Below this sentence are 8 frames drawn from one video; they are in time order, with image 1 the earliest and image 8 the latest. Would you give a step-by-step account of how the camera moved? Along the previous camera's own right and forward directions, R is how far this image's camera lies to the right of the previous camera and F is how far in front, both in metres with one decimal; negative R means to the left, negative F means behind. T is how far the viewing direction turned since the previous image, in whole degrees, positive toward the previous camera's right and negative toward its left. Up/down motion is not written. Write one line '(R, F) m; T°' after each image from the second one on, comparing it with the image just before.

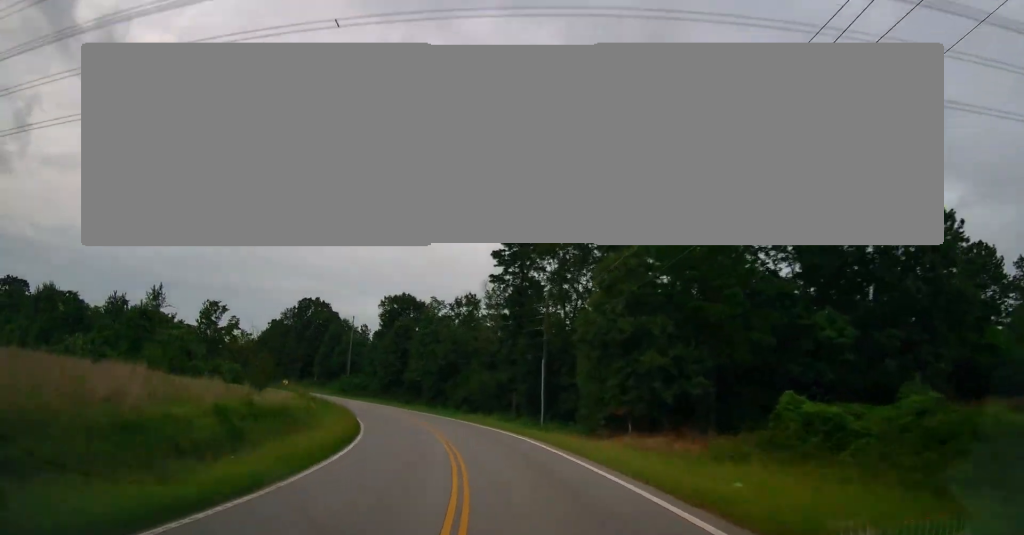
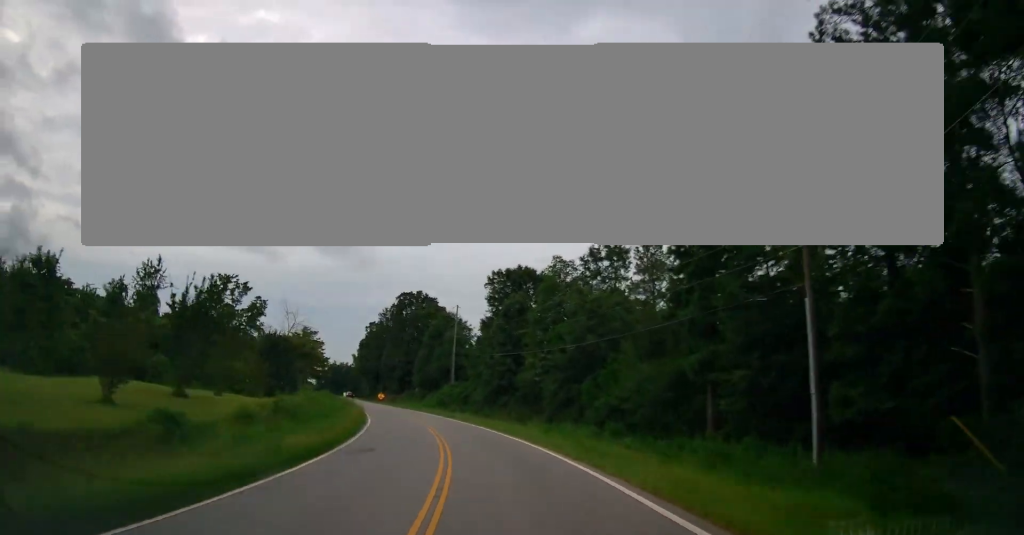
(-3.2, +27.1) m; -13°
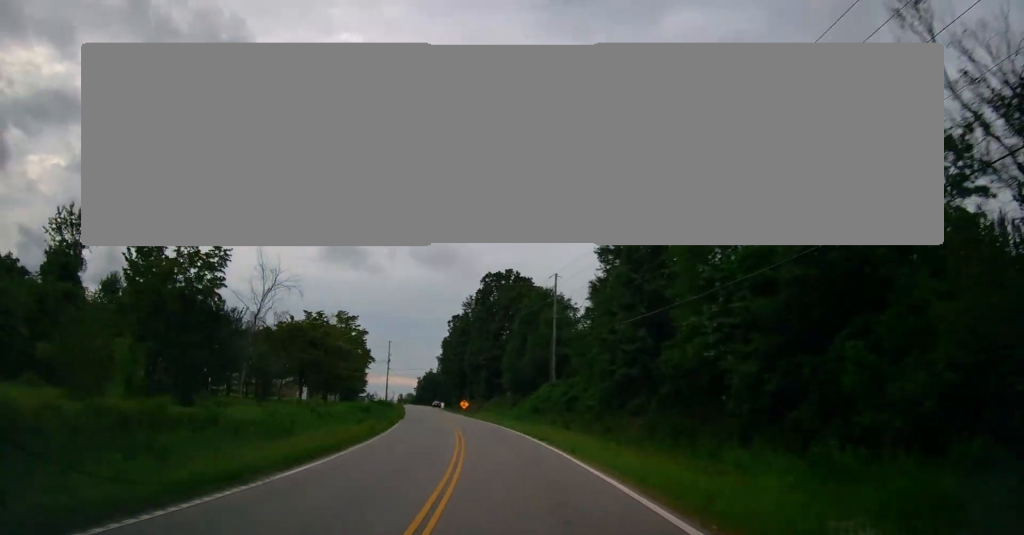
(-2.1, +23.0) m; -11°
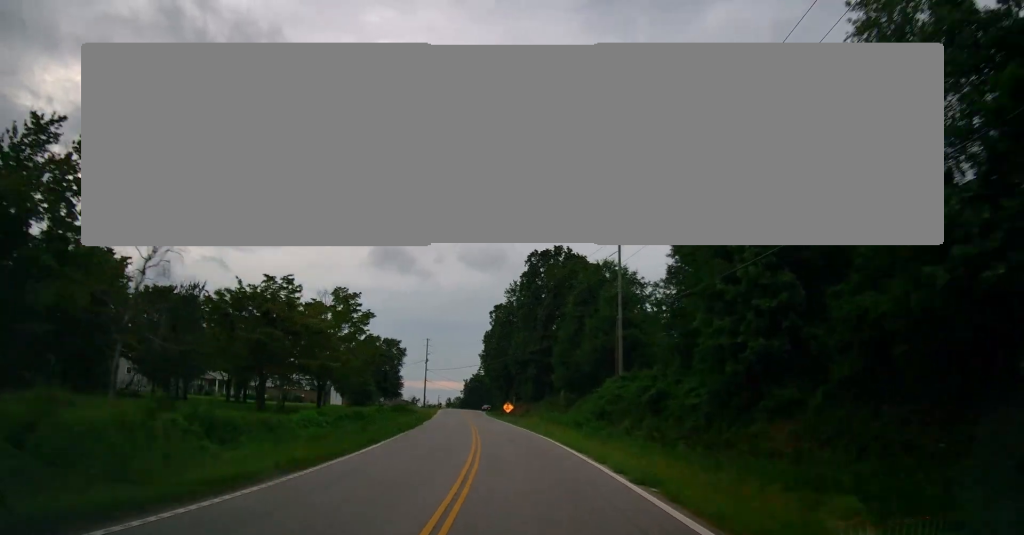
(-0.5, +13.6) m; -6°
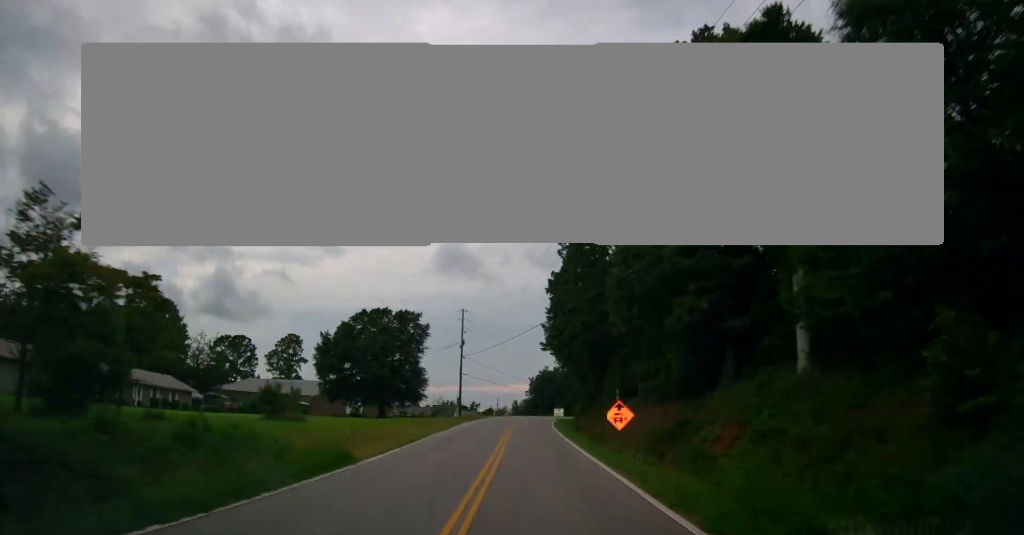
(-5.0, +43.2) m; -12°
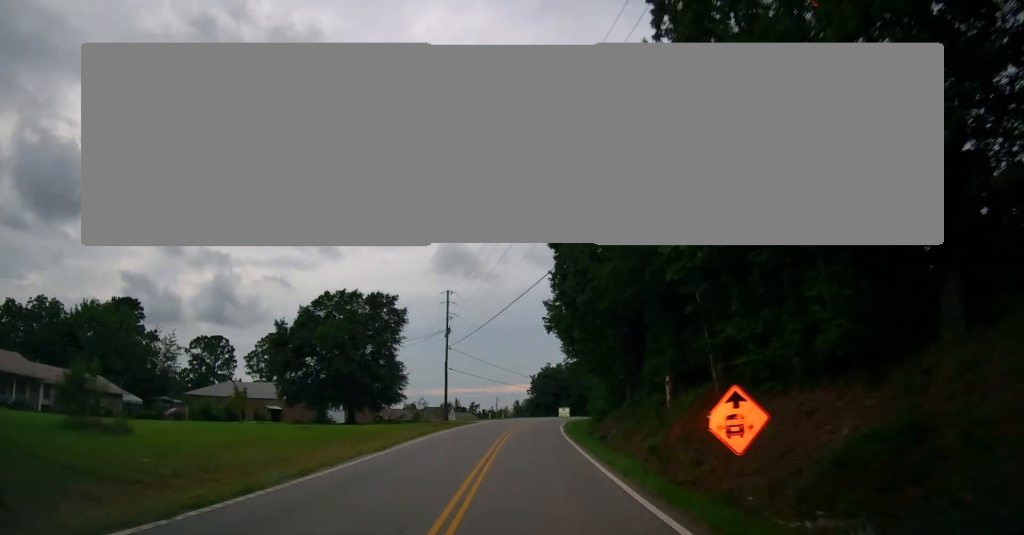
(-0.7, +13.8) m; -2°
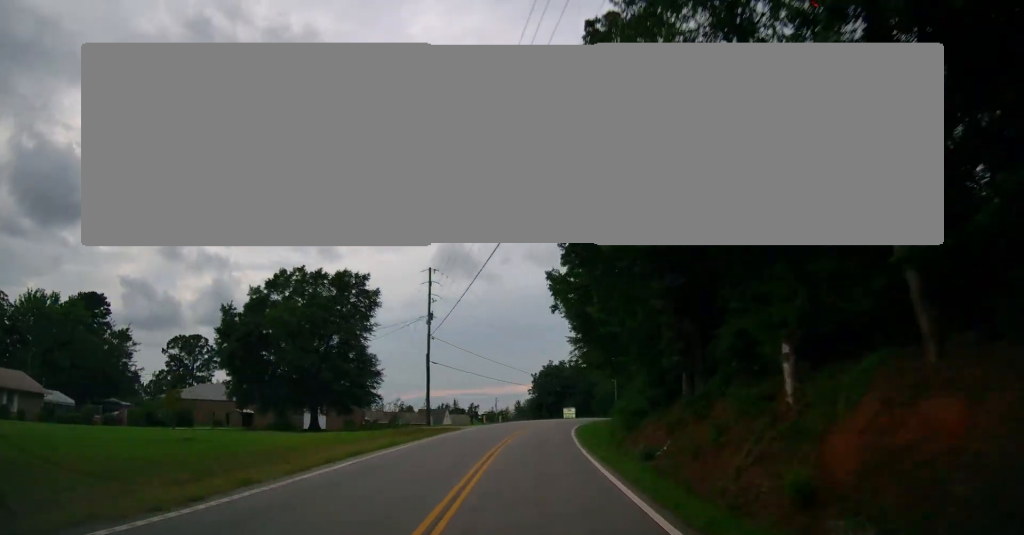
(-0.3, +11.4) m; -1°
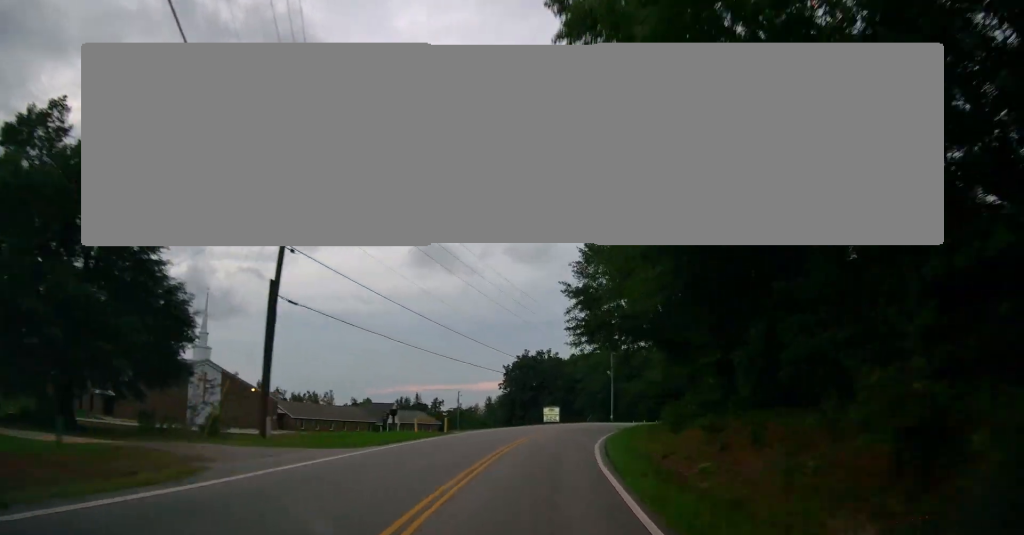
(+0.1, +28.8) m; +1°
